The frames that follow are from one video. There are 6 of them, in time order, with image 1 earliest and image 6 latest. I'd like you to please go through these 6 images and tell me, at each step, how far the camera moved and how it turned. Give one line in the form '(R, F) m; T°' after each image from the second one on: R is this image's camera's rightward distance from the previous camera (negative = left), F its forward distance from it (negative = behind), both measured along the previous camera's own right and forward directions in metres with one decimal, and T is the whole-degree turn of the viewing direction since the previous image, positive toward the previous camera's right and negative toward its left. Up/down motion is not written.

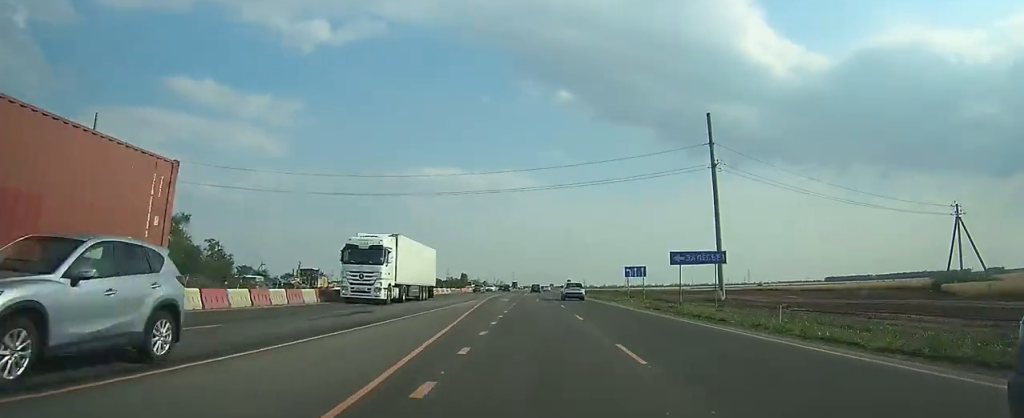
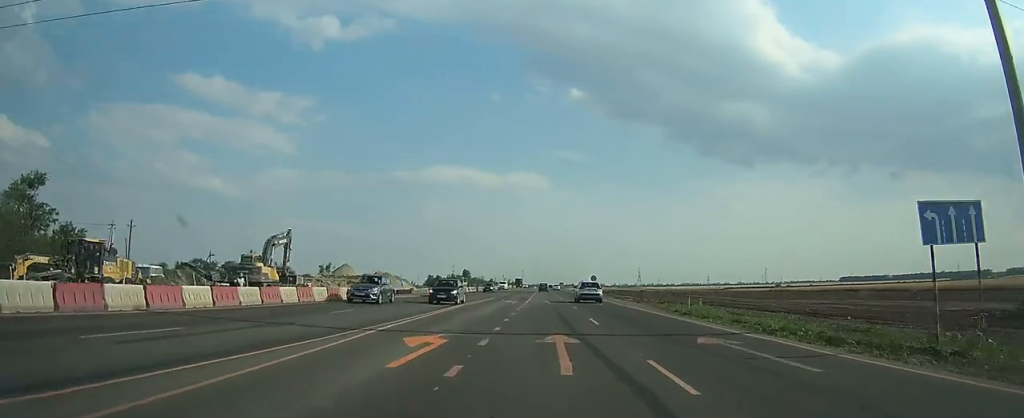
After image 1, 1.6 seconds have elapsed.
(-1.3, +38.9) m; -2°
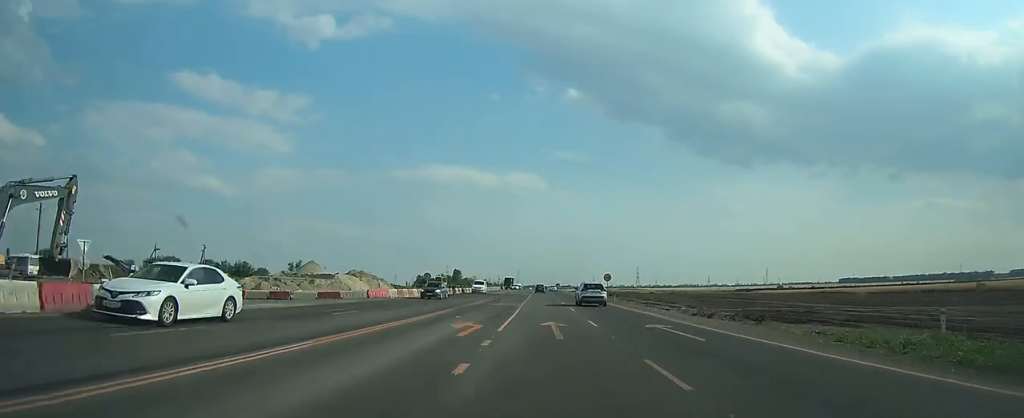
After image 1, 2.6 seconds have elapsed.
(0.0, +24.0) m; 0°
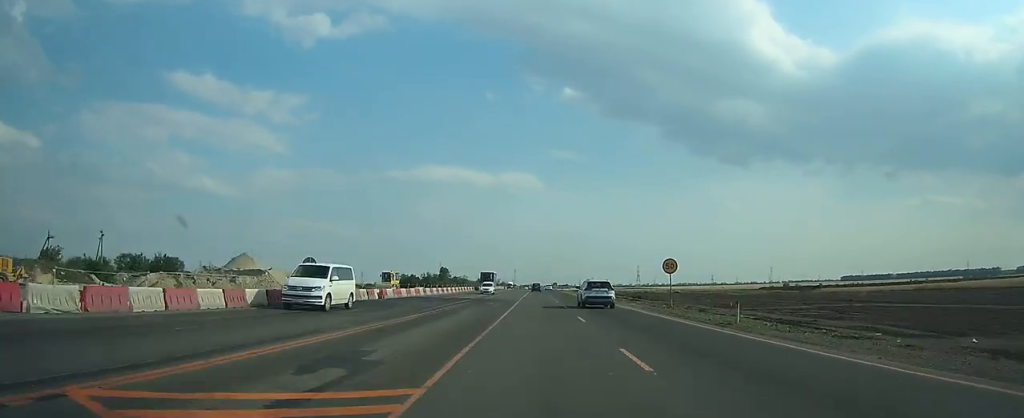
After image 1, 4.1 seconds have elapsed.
(+0.3, +35.5) m; +1°
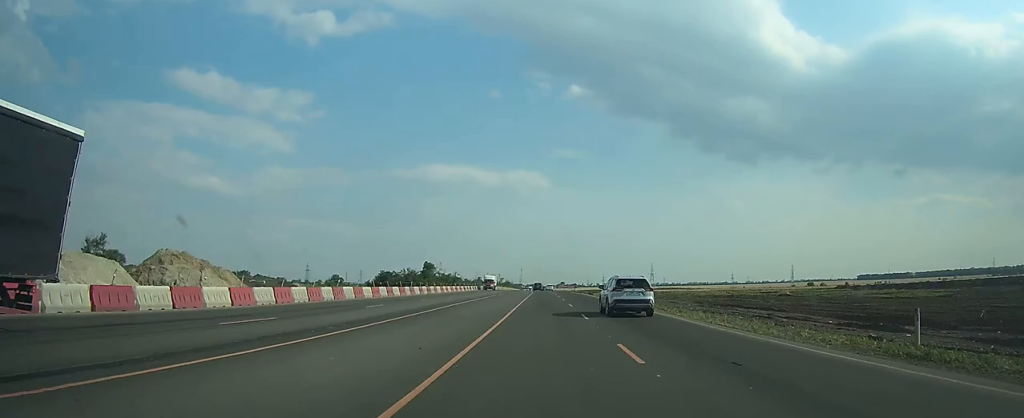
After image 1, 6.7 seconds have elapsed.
(-0.3, +60.5) m; -1°
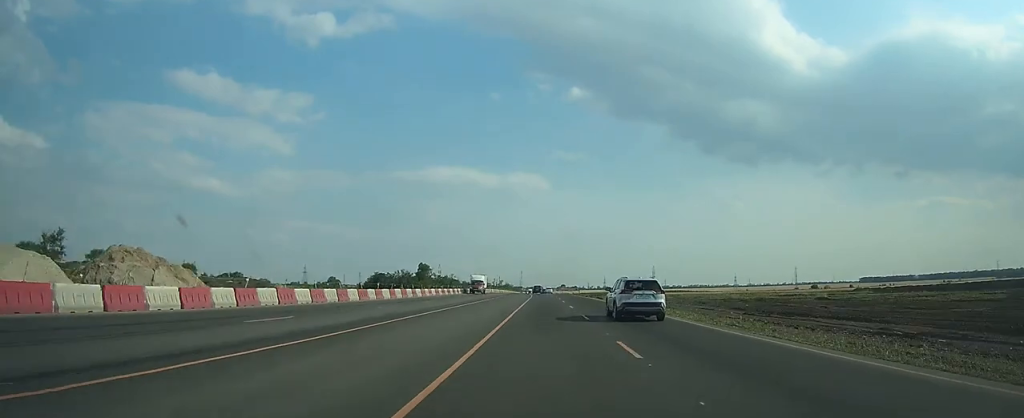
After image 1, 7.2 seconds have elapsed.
(0.0, +11.4) m; 0°
